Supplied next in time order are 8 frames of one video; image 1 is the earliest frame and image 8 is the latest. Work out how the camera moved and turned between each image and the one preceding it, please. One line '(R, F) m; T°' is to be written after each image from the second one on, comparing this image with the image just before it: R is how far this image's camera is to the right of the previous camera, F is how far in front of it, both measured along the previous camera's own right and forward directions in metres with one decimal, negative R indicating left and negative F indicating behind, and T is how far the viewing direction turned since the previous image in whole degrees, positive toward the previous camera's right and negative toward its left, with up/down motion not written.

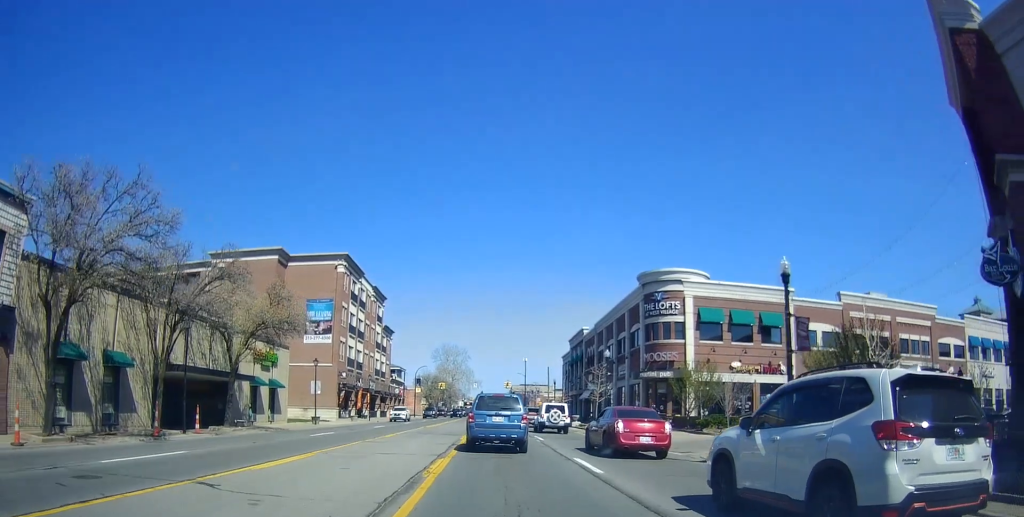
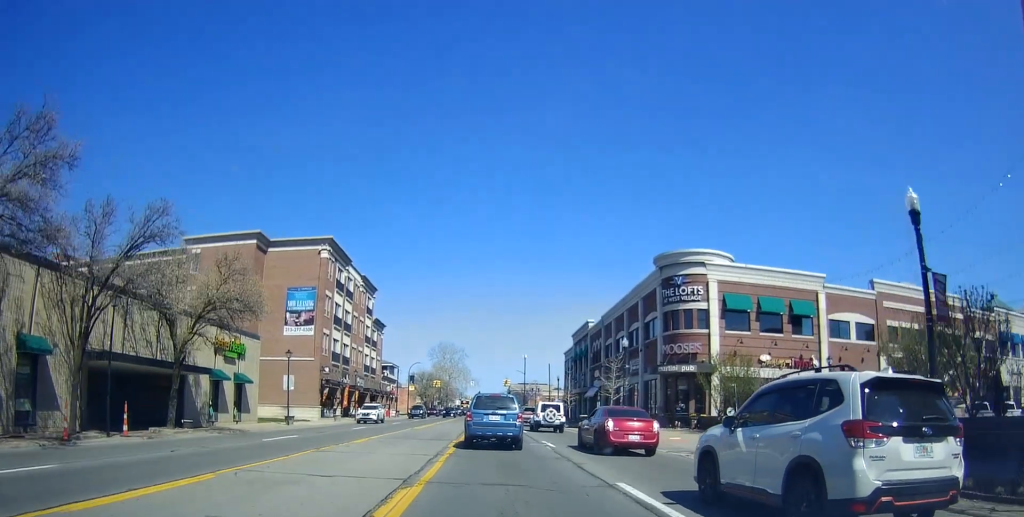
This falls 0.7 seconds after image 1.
(-0.2, +6.0) m; -1°
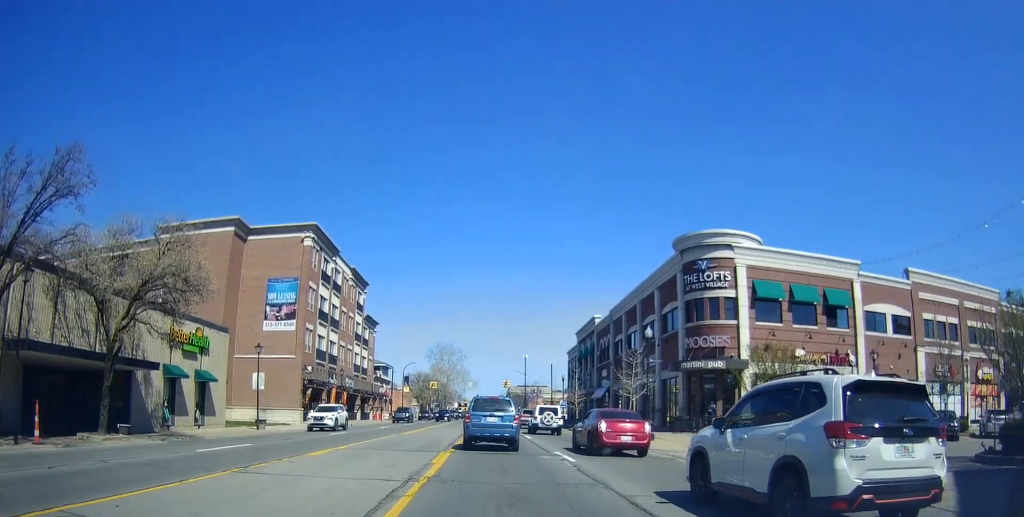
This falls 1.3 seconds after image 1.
(-0.2, +5.4) m; 0°
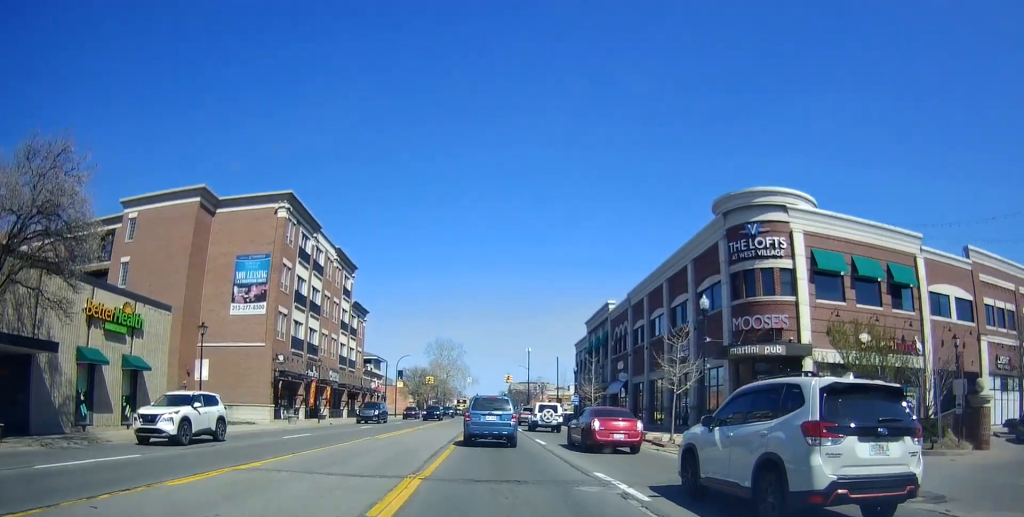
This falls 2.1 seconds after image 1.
(+0.3, +7.4) m; +3°
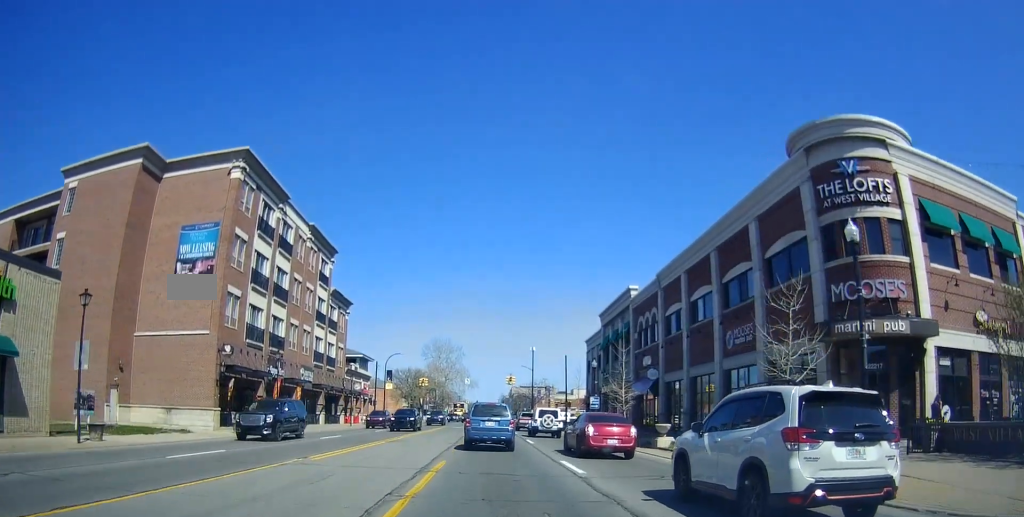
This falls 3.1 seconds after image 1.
(+0.1, +9.2) m; -3°
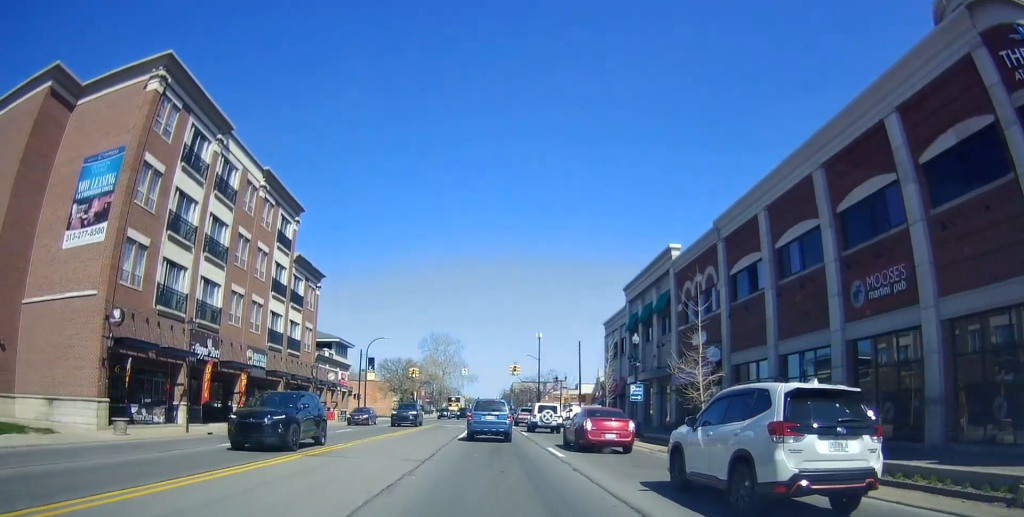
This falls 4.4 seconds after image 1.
(-0.7, +11.6) m; -2°
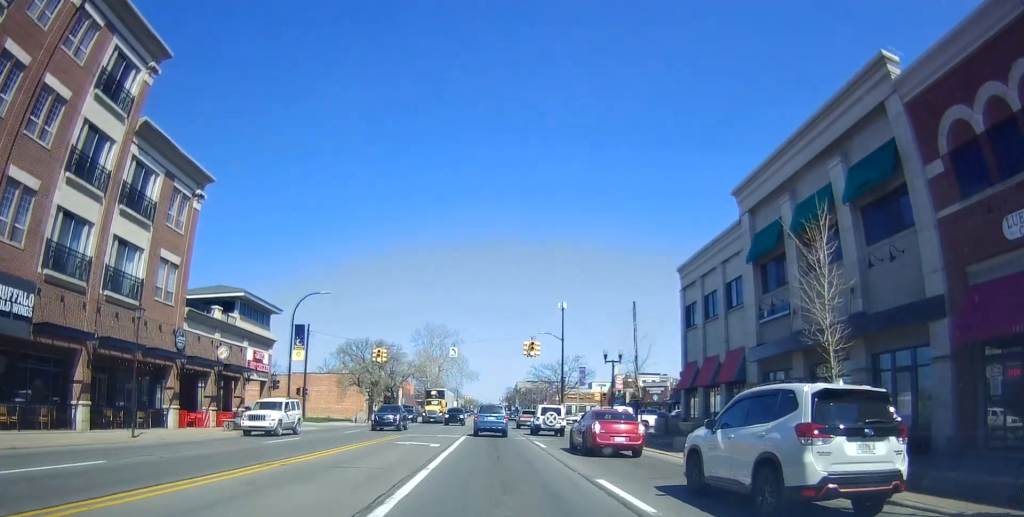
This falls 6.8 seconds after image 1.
(+1.3, +25.0) m; +1°
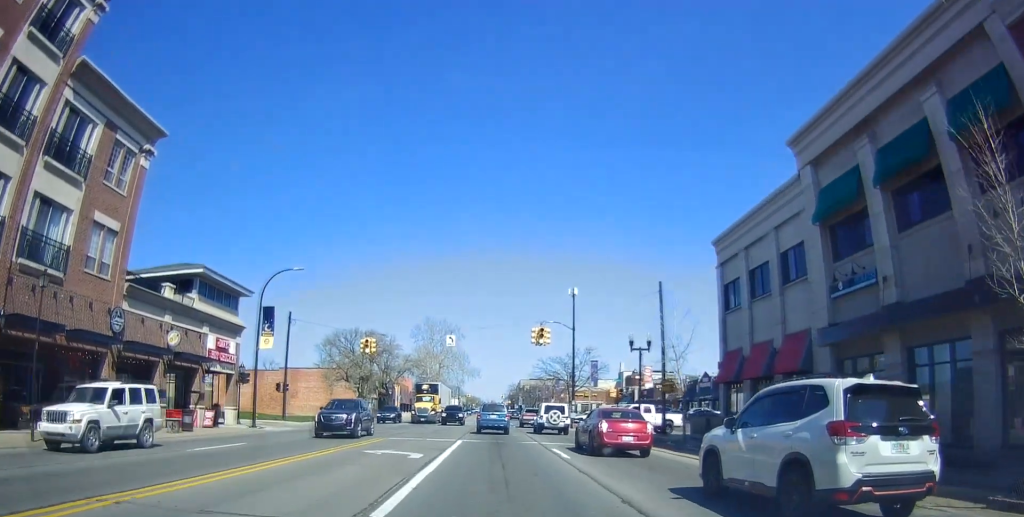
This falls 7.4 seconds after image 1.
(-0.1, +6.2) m; -2°
